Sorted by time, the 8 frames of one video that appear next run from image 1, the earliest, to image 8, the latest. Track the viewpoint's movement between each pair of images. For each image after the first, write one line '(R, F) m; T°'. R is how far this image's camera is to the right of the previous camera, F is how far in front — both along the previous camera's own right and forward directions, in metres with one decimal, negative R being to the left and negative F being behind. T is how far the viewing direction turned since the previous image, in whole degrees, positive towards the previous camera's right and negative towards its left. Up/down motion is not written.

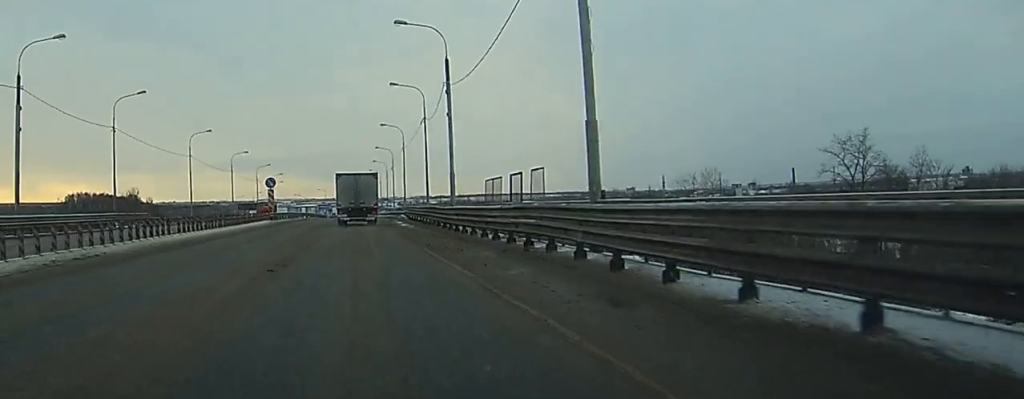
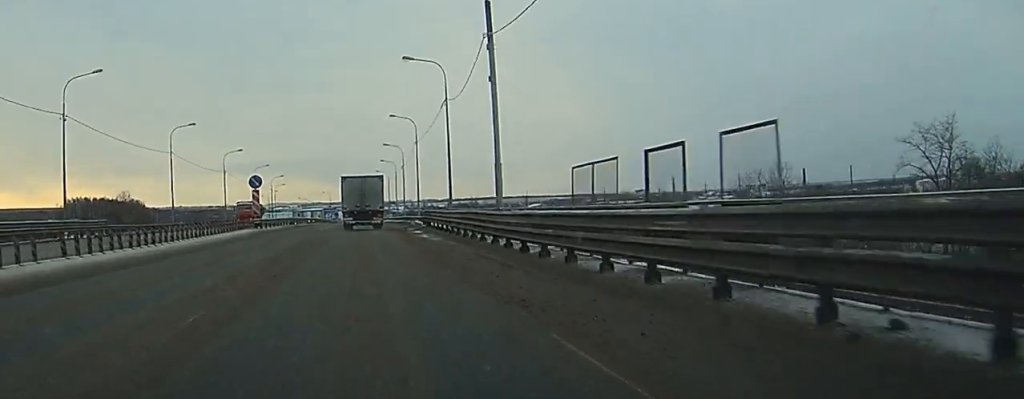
(-0.1, +14.3) m; 0°
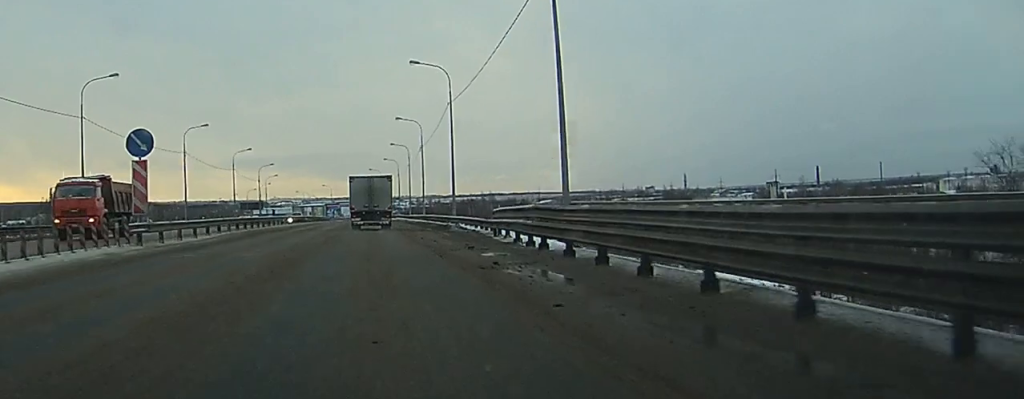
(-0.1, +32.0) m; 0°
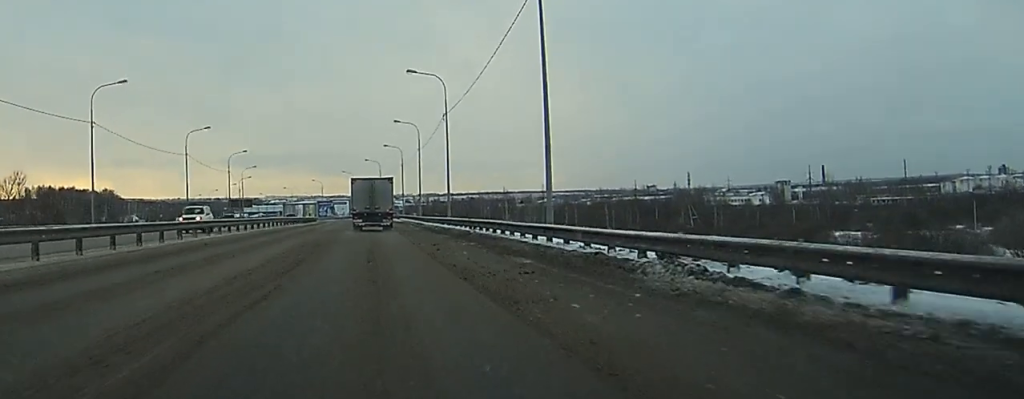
(+0.1, +33.1) m; 0°
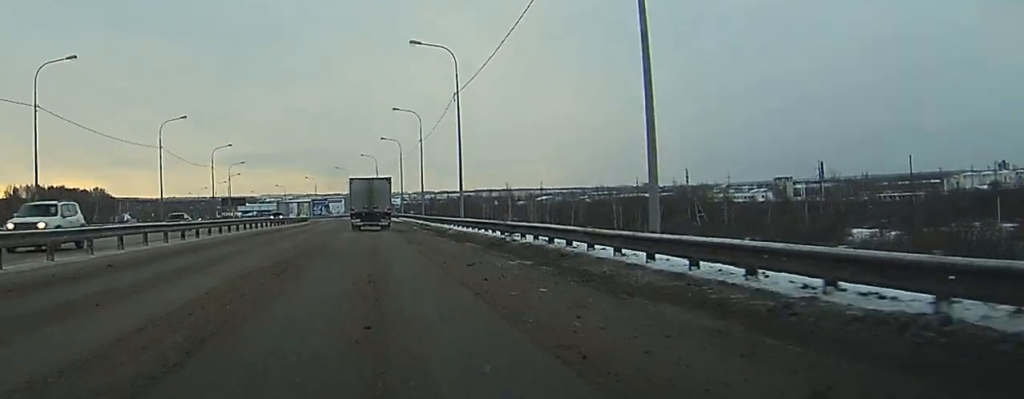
(0.0, +10.5) m; 0°
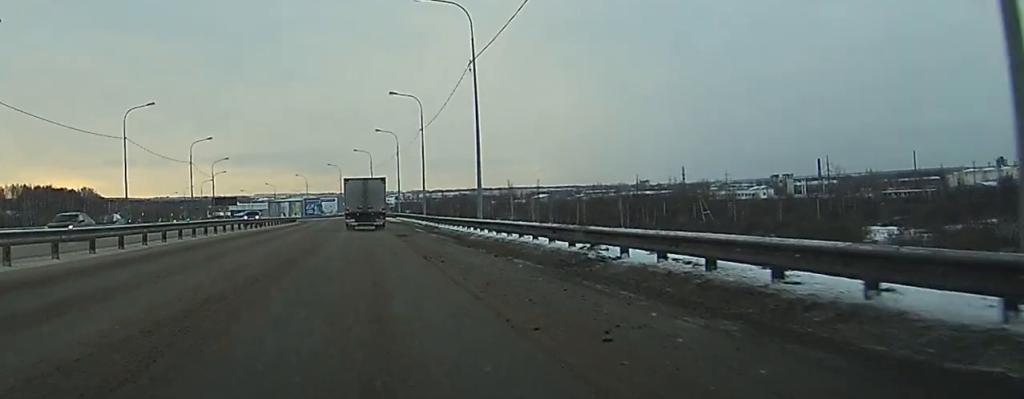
(0.0, +11.0) m; 0°
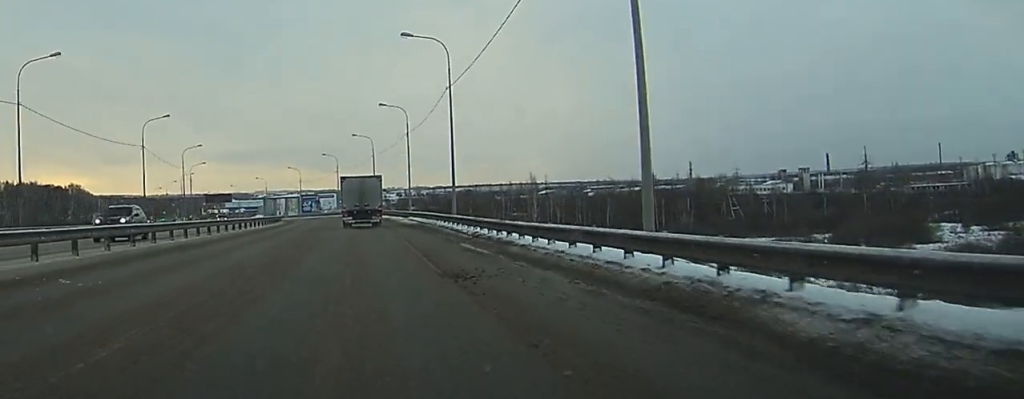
(+0.1, +25.2) m; 0°
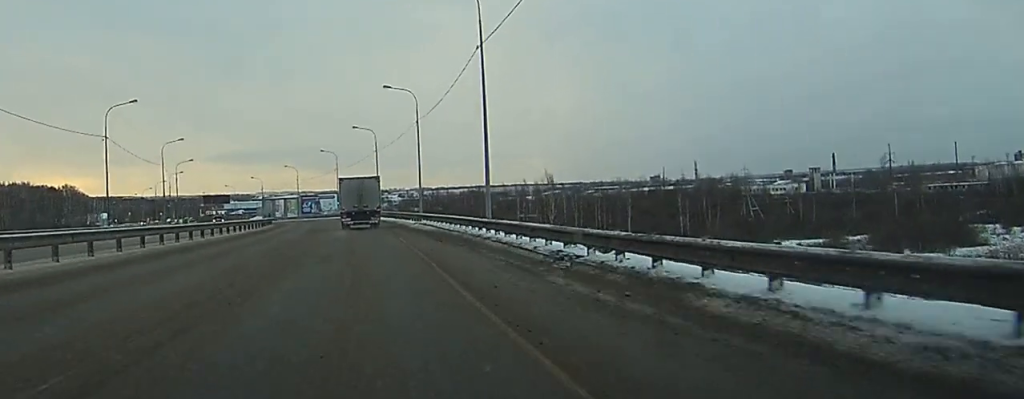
(0.0, +13.6) m; 0°
